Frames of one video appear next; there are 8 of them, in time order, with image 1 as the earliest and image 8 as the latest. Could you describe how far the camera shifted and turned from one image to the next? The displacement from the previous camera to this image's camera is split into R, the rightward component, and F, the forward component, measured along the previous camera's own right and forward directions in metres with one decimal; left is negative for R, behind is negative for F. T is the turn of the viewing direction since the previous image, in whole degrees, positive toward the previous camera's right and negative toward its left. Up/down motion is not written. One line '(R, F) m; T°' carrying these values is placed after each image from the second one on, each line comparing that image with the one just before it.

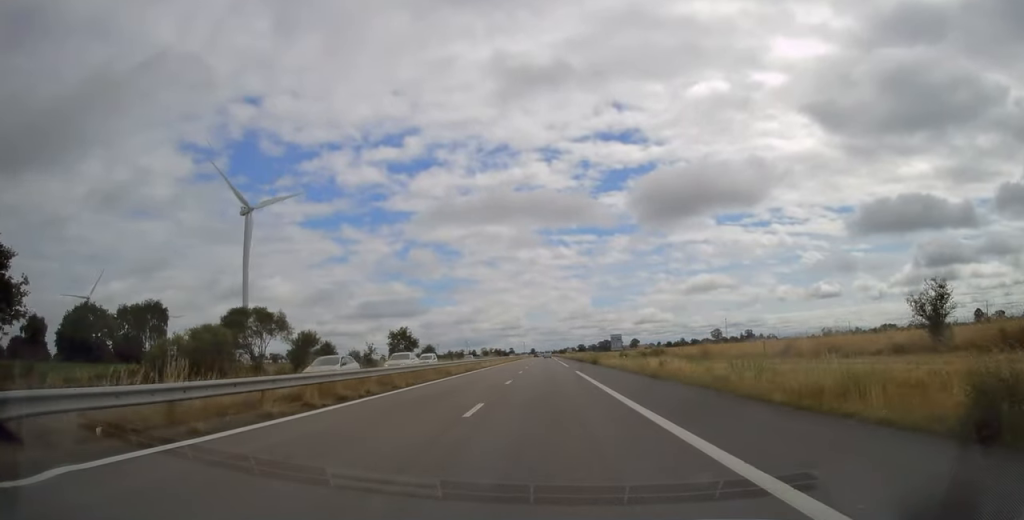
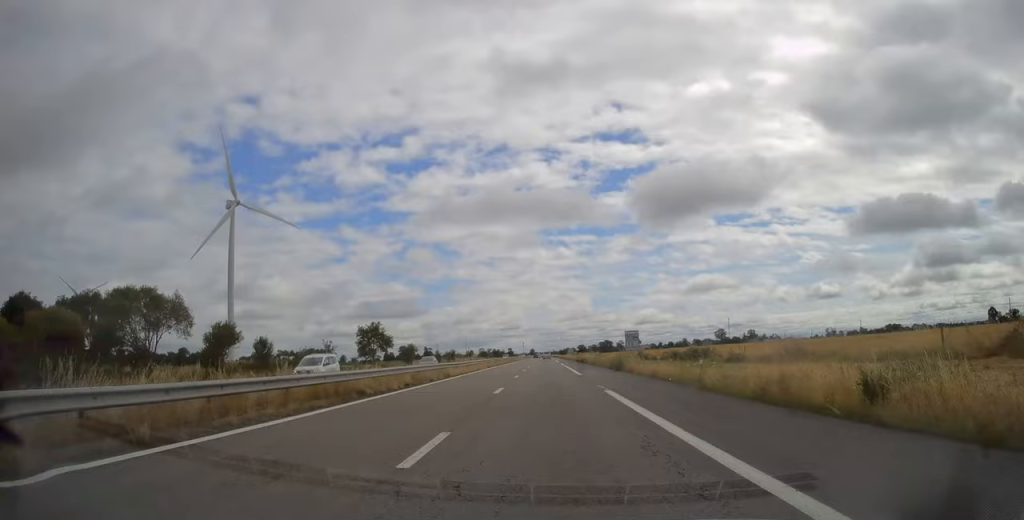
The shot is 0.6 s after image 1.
(+0.1, +18.6) m; 0°
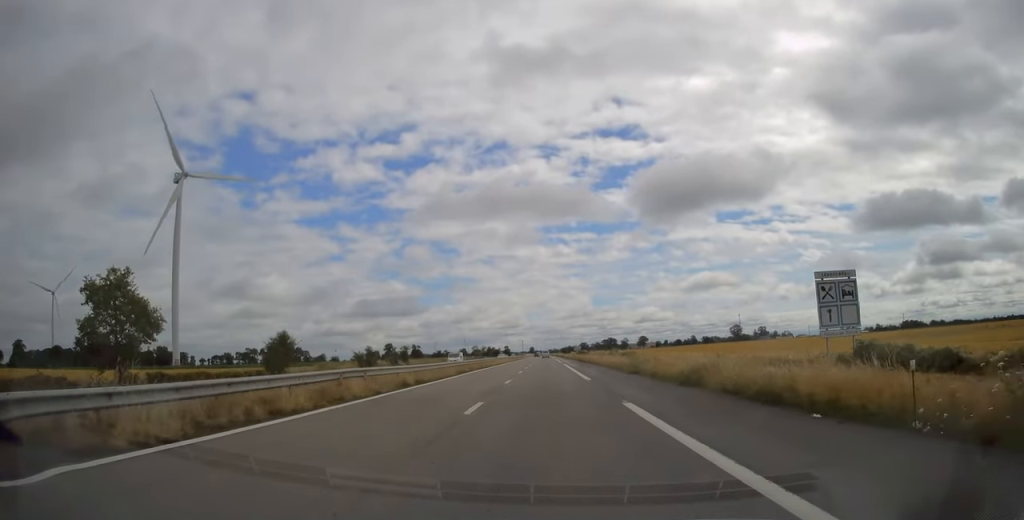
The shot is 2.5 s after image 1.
(-0.2, +59.5) m; 0°
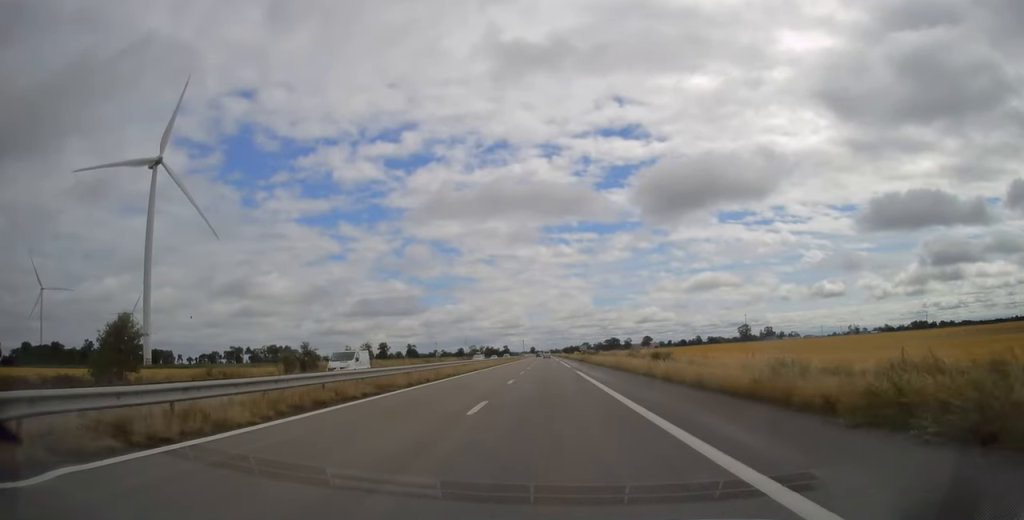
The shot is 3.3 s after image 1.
(+0.1, +25.8) m; 0°
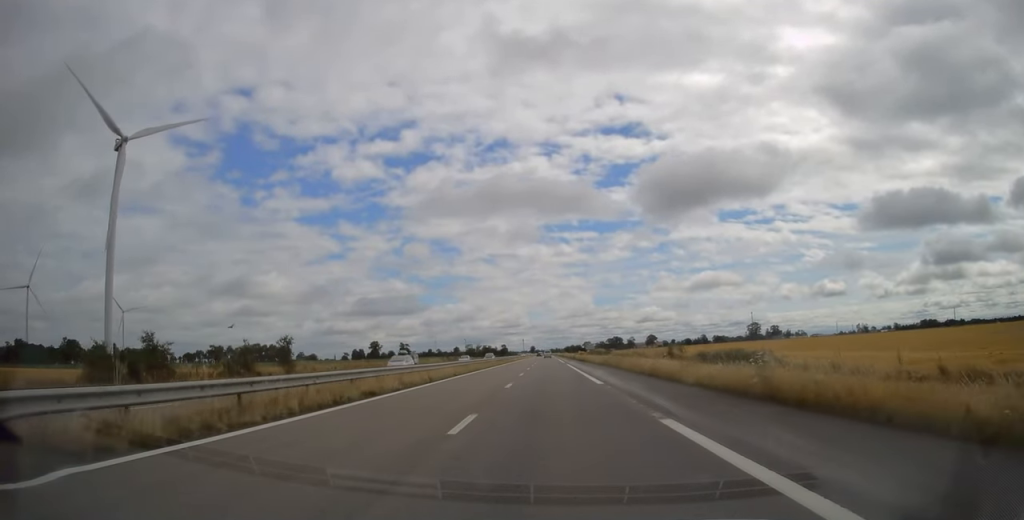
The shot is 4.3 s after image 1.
(0.0, +29.5) m; 0°
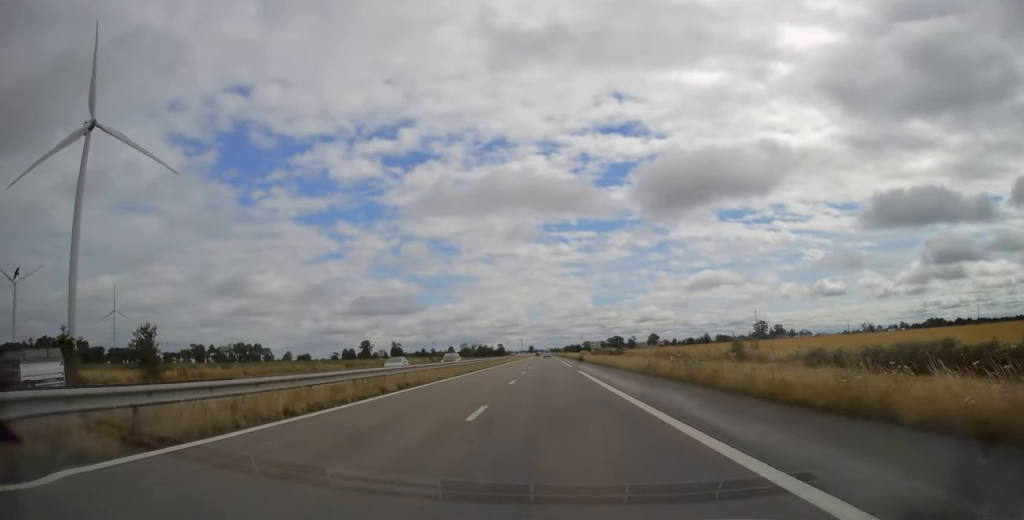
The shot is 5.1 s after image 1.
(-0.1, +23.8) m; 0°
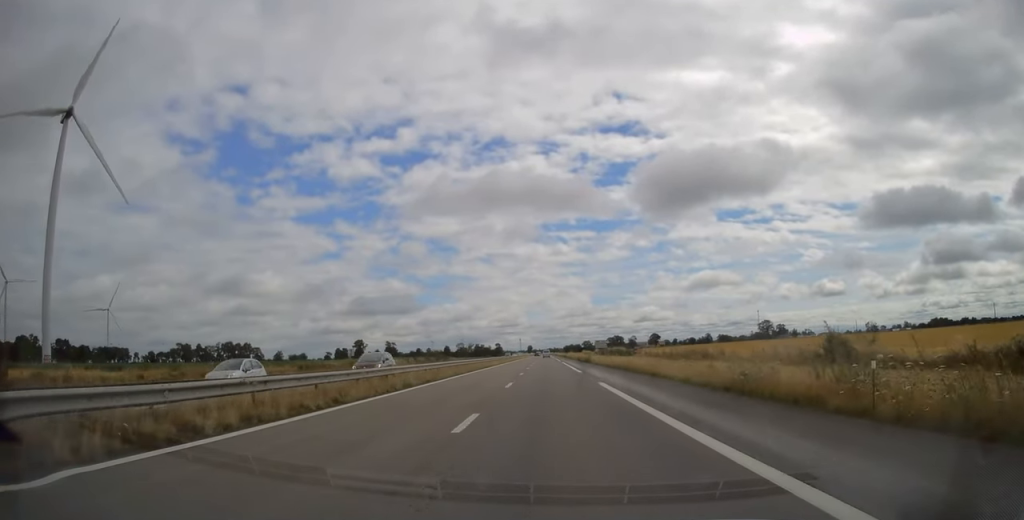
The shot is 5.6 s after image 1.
(-0.2, +15.5) m; 0°
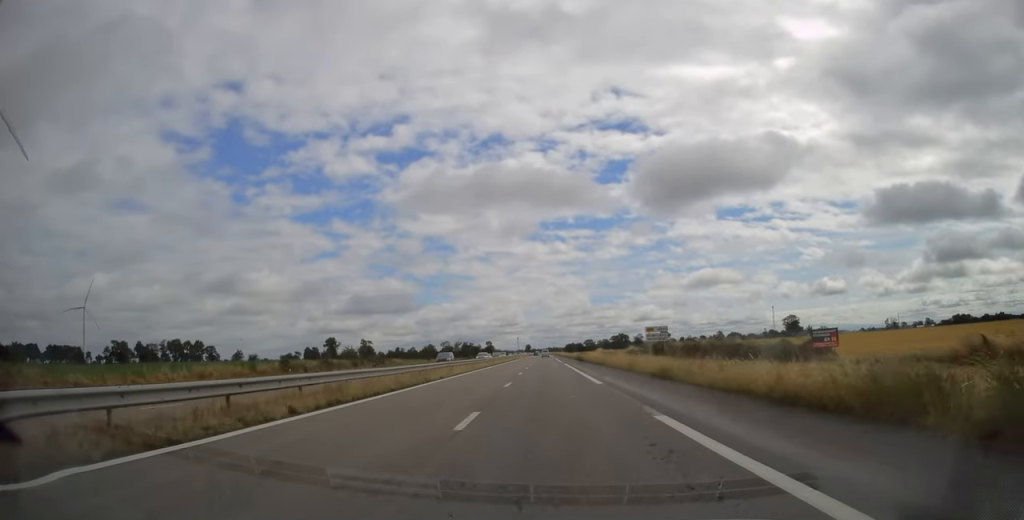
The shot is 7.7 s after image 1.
(+0.8, +65.1) m; +1°
